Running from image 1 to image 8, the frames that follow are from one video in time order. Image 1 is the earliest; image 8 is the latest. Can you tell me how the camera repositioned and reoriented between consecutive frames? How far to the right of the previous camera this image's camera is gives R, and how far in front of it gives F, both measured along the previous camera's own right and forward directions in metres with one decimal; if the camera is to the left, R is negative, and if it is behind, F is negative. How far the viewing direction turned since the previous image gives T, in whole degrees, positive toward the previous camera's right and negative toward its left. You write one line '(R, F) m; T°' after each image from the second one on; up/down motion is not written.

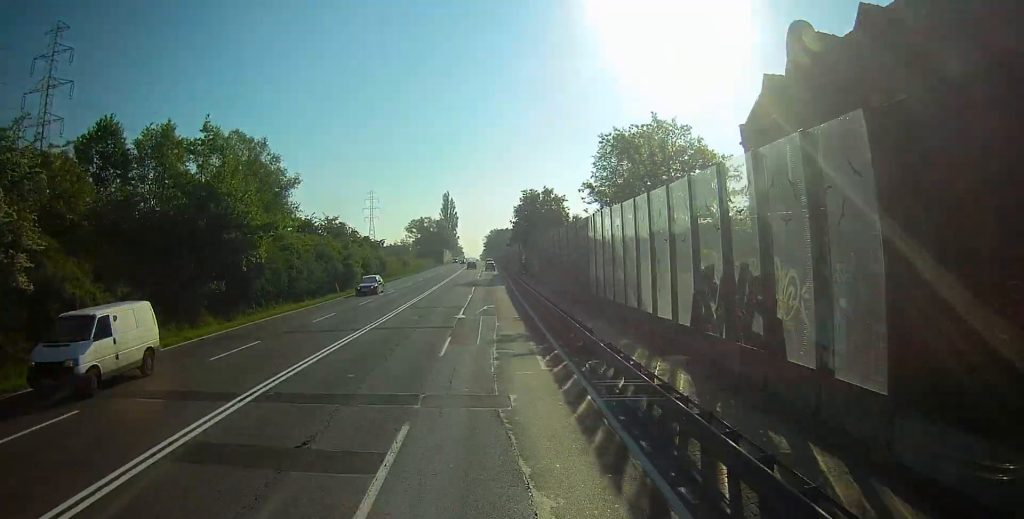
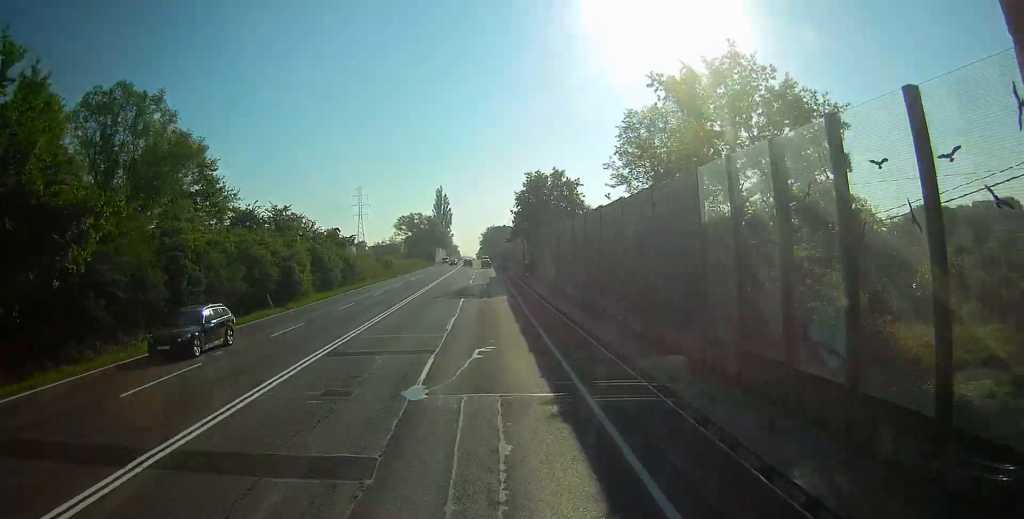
(0.0, +17.0) m; 0°
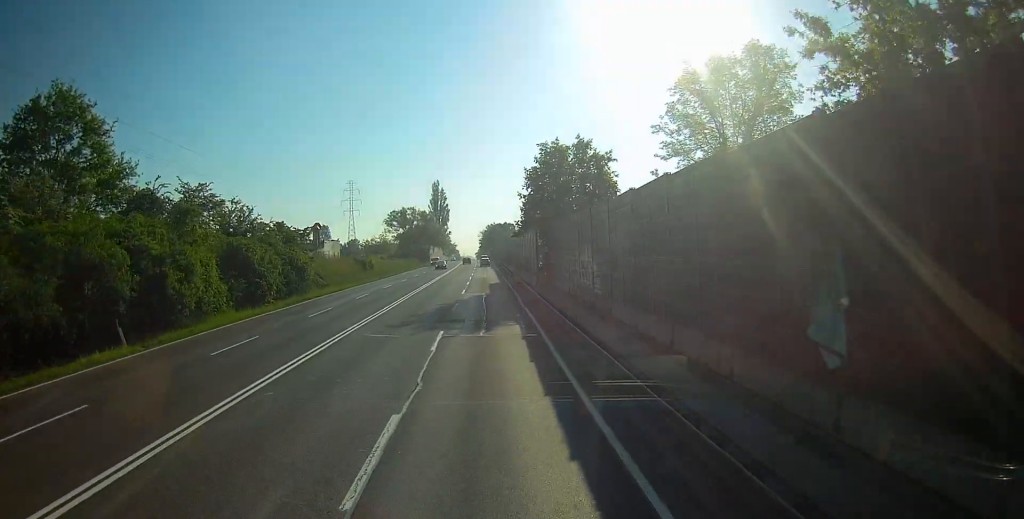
(0.0, +17.6) m; 0°
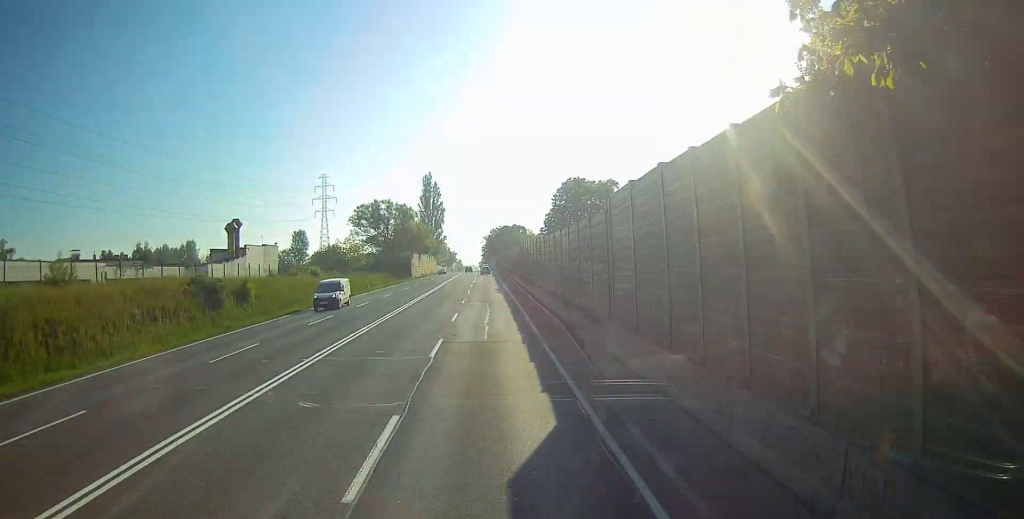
(-0.3, +46.9) m; -1°
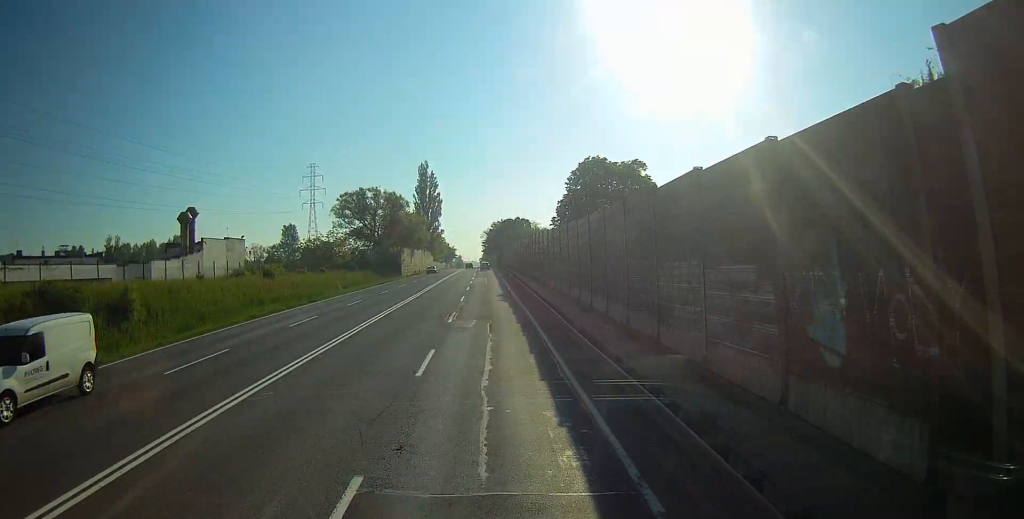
(0.0, +15.0) m; 0°
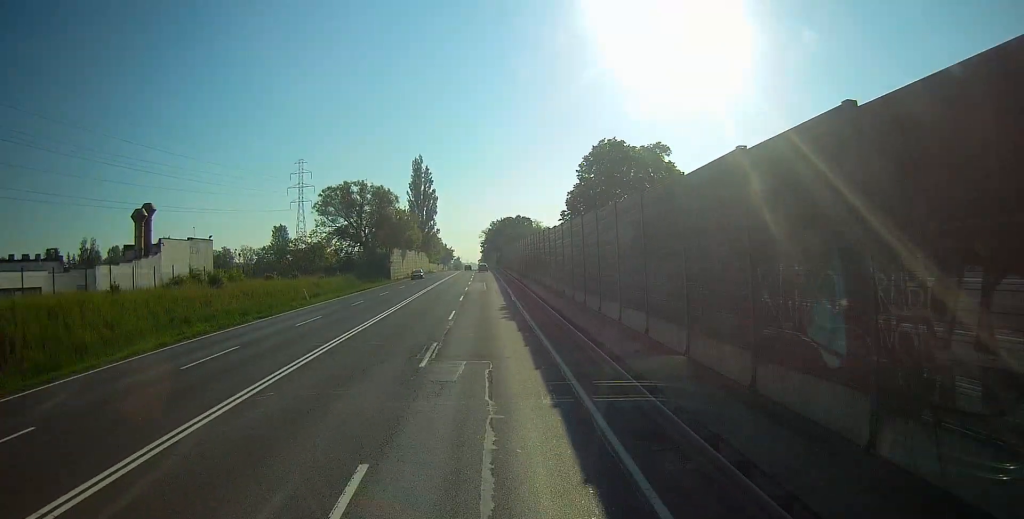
(0.0, +10.7) m; 0°
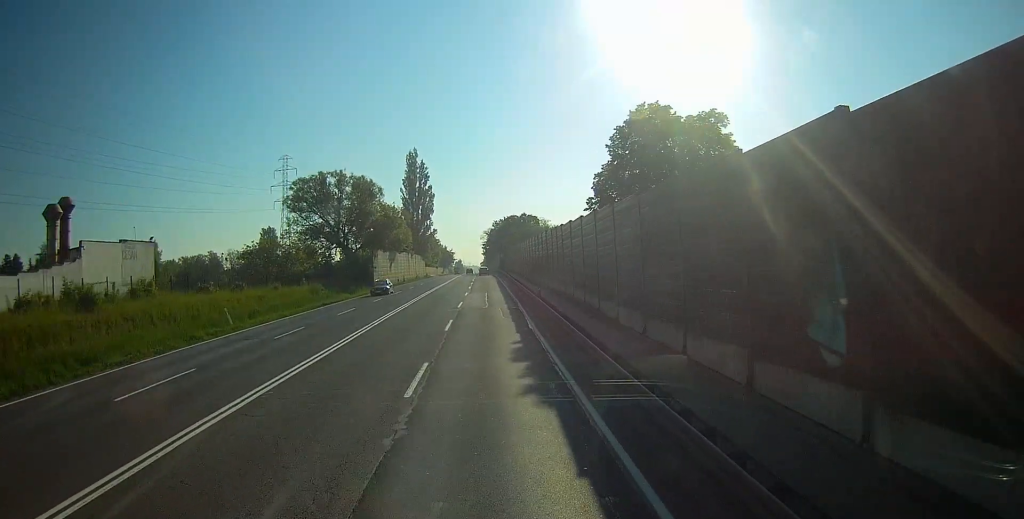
(0.0, +15.7) m; 0°
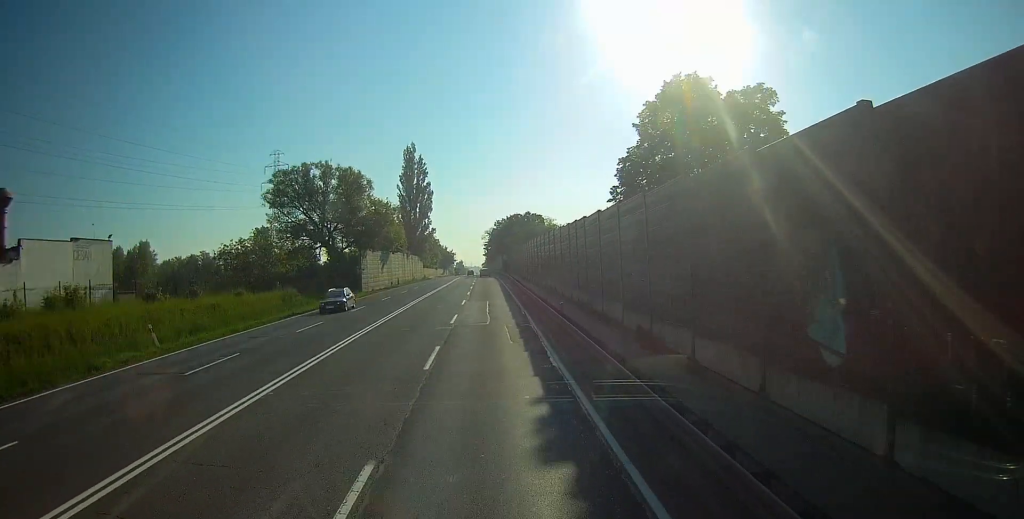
(-0.1, +8.6) m; 0°
